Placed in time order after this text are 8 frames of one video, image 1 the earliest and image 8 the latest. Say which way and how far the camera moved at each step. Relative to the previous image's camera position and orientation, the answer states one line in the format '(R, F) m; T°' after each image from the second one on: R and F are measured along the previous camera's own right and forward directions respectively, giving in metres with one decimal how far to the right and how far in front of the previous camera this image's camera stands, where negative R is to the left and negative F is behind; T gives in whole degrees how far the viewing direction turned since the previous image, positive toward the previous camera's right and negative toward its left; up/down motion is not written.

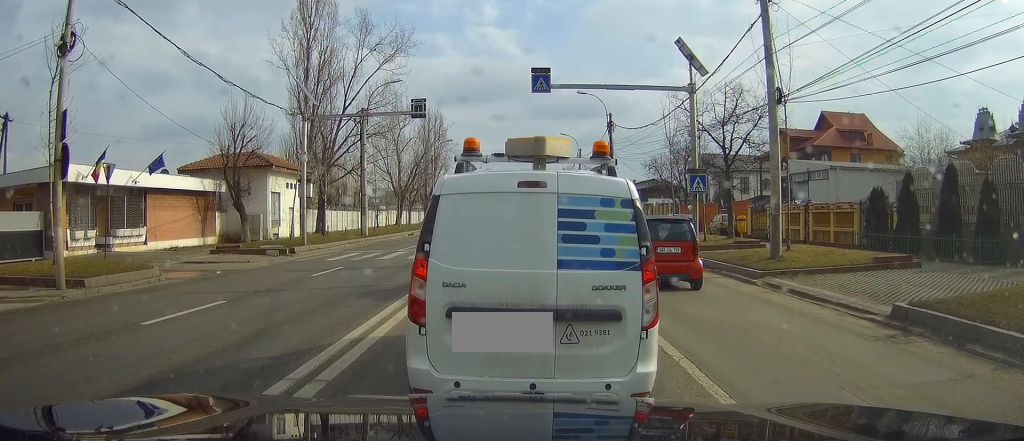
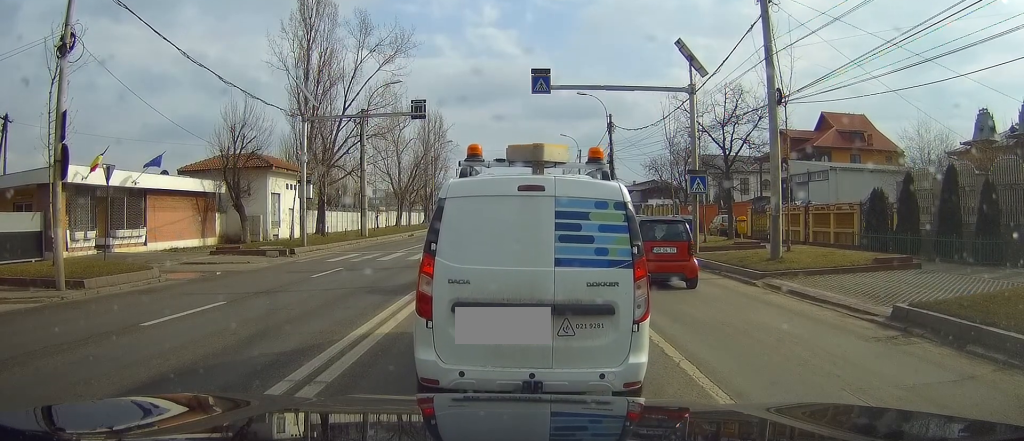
(0.0, +0.4) m; 0°
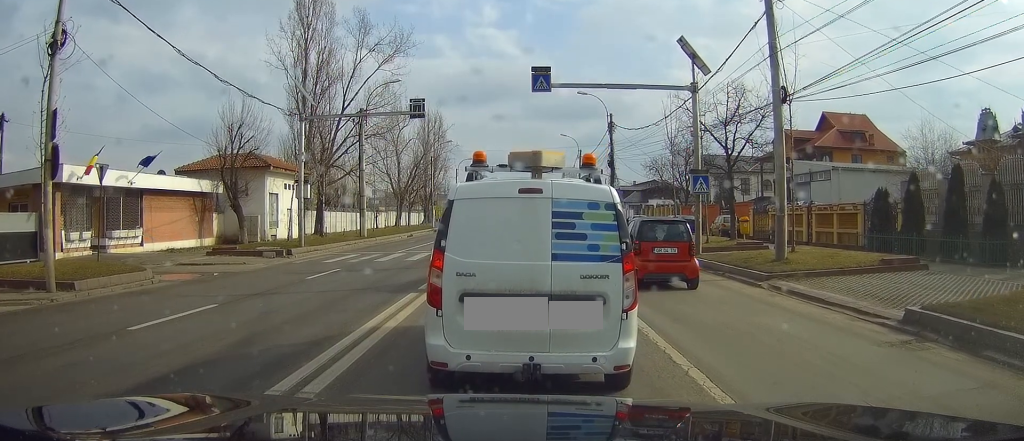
(0.0, +0.7) m; 0°
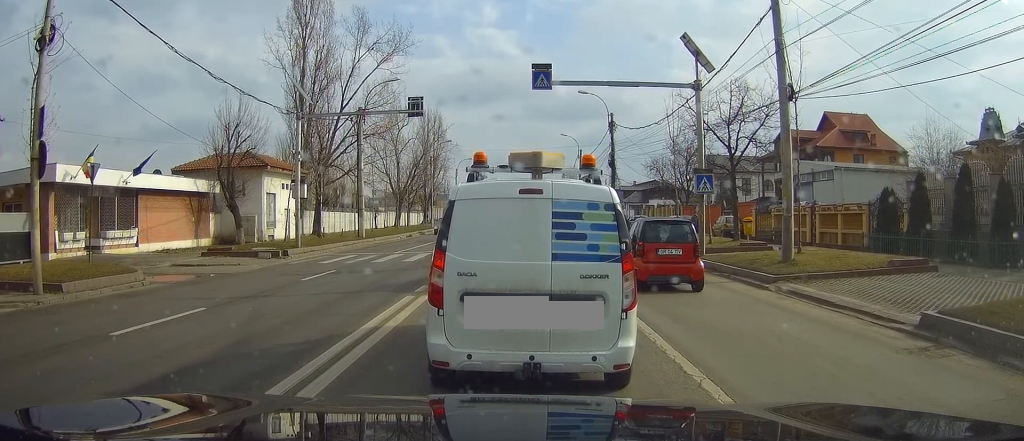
(0.0, +0.5) m; 0°
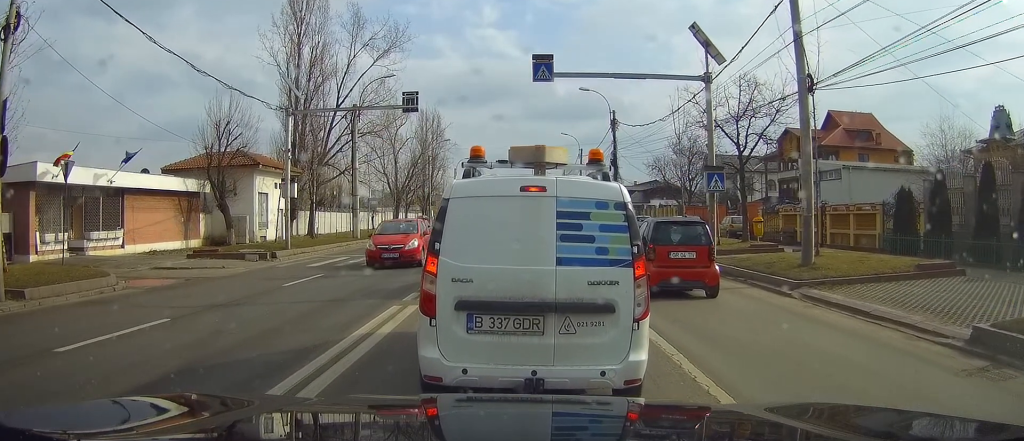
(+0.2, +0.9) m; 0°
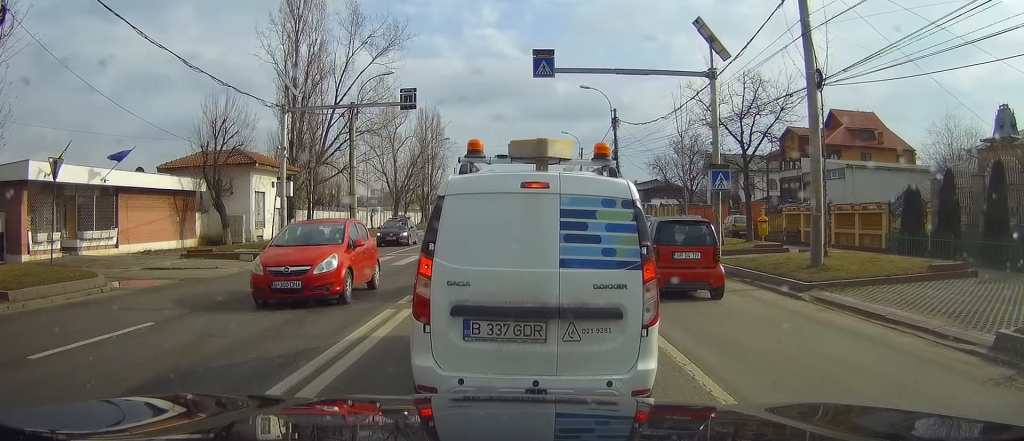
(+0.1, +0.3) m; 0°
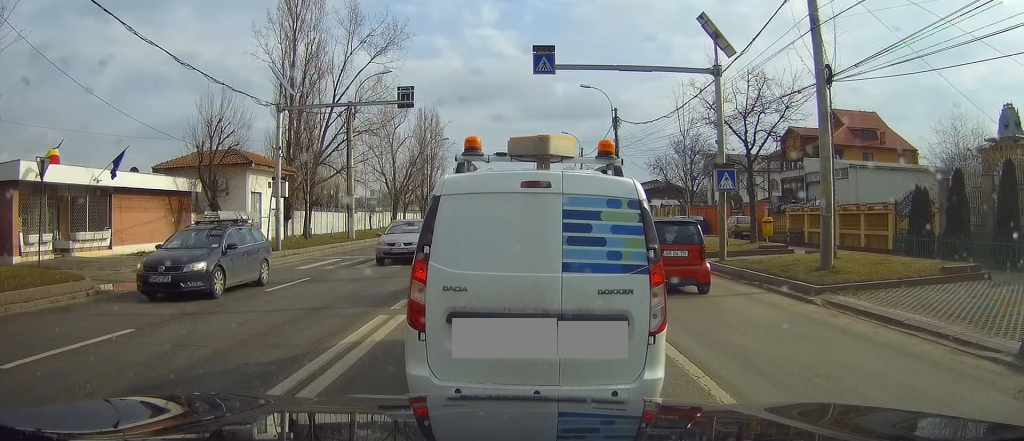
(+0.1, +0.8) m; 0°
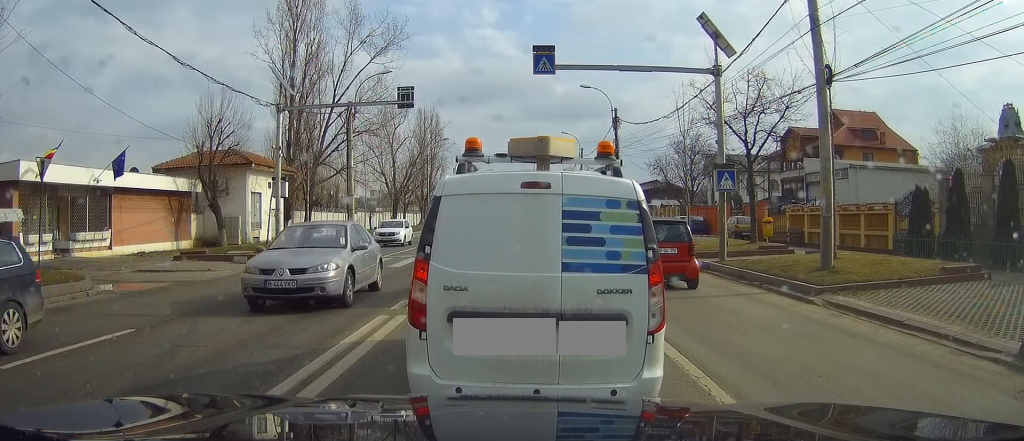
(+0.1, +0.2) m; 0°
